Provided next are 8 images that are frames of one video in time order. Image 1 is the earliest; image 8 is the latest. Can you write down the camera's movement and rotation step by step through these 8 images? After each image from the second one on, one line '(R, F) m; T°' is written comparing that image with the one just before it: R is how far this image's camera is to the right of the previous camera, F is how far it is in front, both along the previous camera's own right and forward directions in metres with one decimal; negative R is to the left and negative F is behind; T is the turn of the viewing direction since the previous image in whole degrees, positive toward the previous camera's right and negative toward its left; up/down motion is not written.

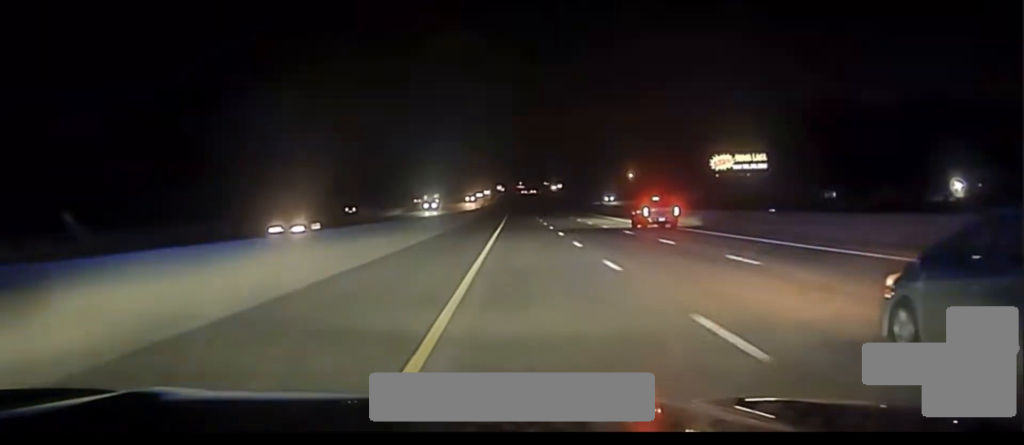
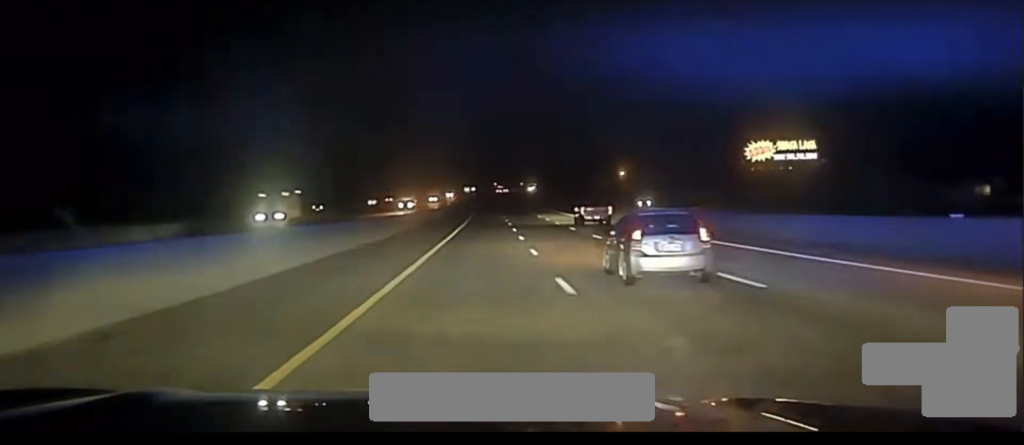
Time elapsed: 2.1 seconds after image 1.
(+0.9, +54.4) m; +2°
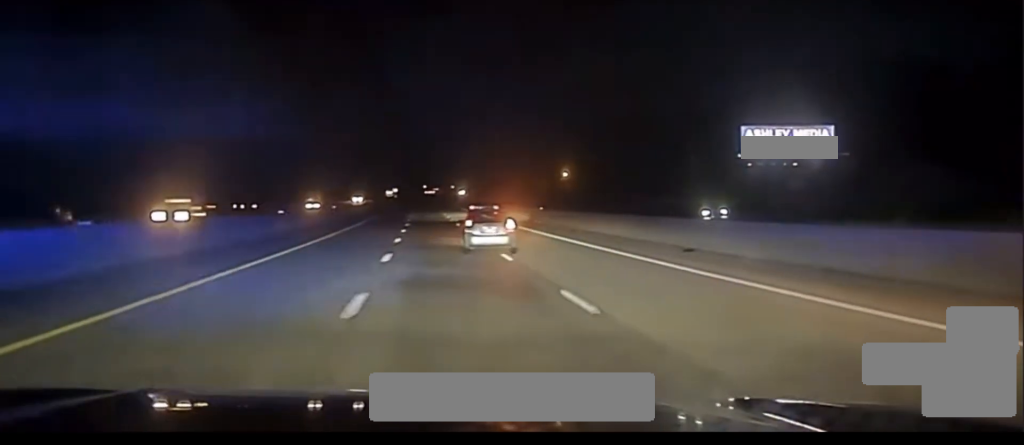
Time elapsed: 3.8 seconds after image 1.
(+0.5, +42.8) m; +2°
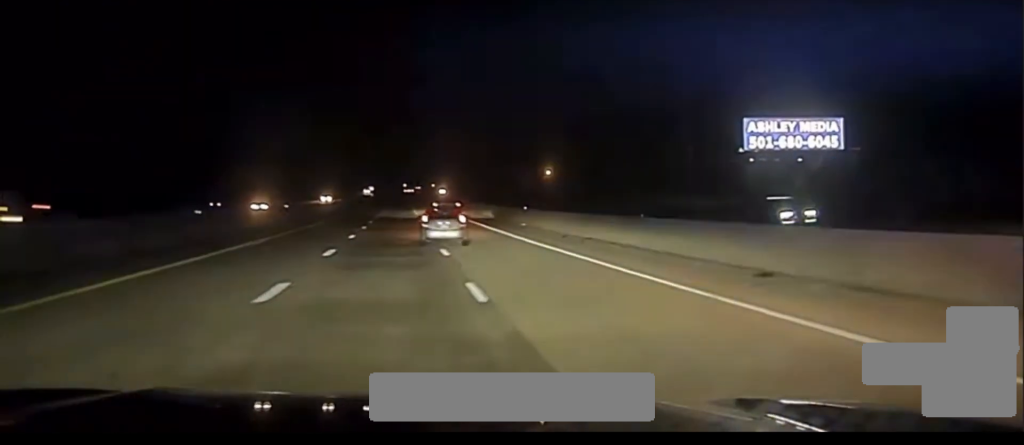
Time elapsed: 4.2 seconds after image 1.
(+0.1, +10.9) m; +1°
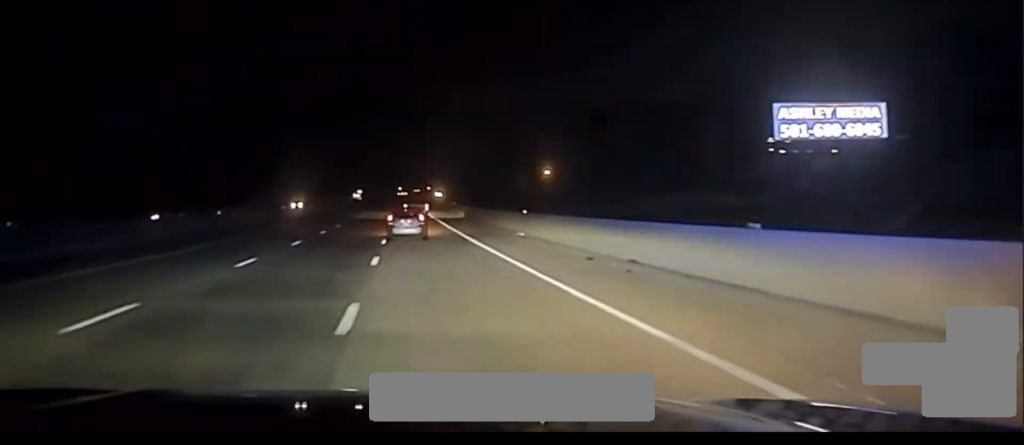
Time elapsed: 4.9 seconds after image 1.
(+0.2, +15.7) m; 0°
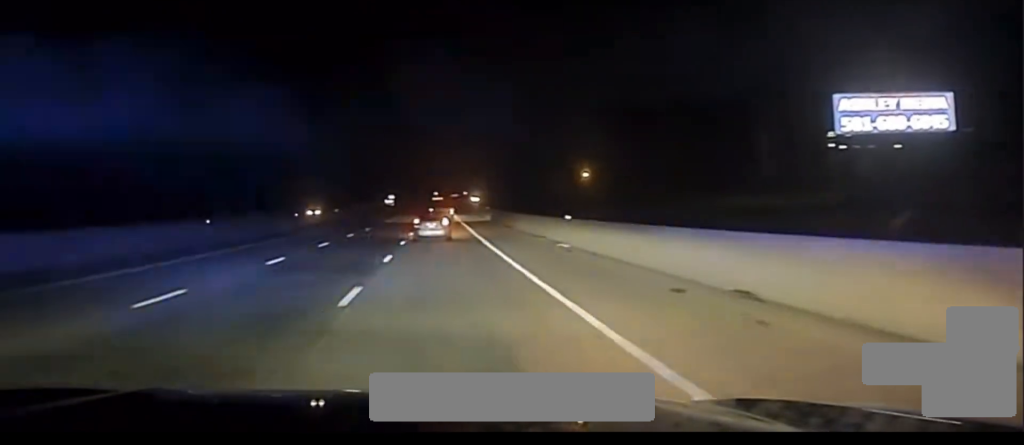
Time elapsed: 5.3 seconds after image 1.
(+0.2, +8.8) m; 0°
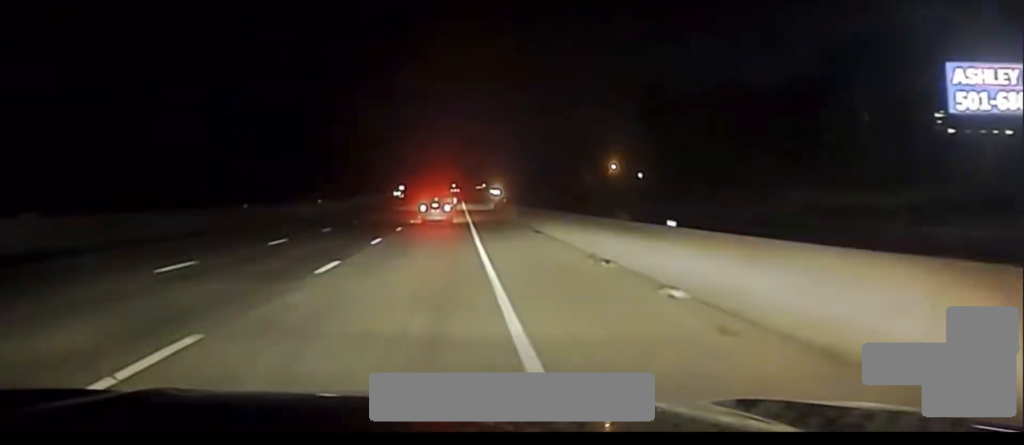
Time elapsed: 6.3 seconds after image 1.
(-0.3, +17.1) m; -2°
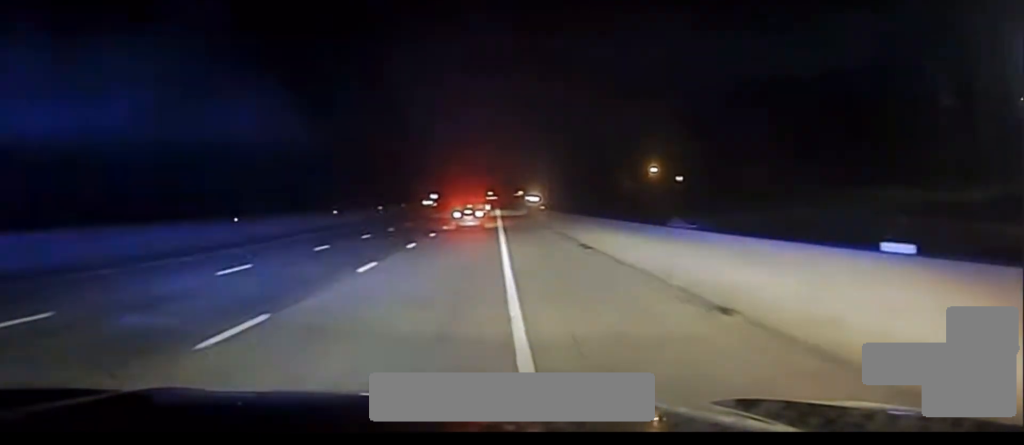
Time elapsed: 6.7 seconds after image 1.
(-0.1, +8.1) m; -1°
